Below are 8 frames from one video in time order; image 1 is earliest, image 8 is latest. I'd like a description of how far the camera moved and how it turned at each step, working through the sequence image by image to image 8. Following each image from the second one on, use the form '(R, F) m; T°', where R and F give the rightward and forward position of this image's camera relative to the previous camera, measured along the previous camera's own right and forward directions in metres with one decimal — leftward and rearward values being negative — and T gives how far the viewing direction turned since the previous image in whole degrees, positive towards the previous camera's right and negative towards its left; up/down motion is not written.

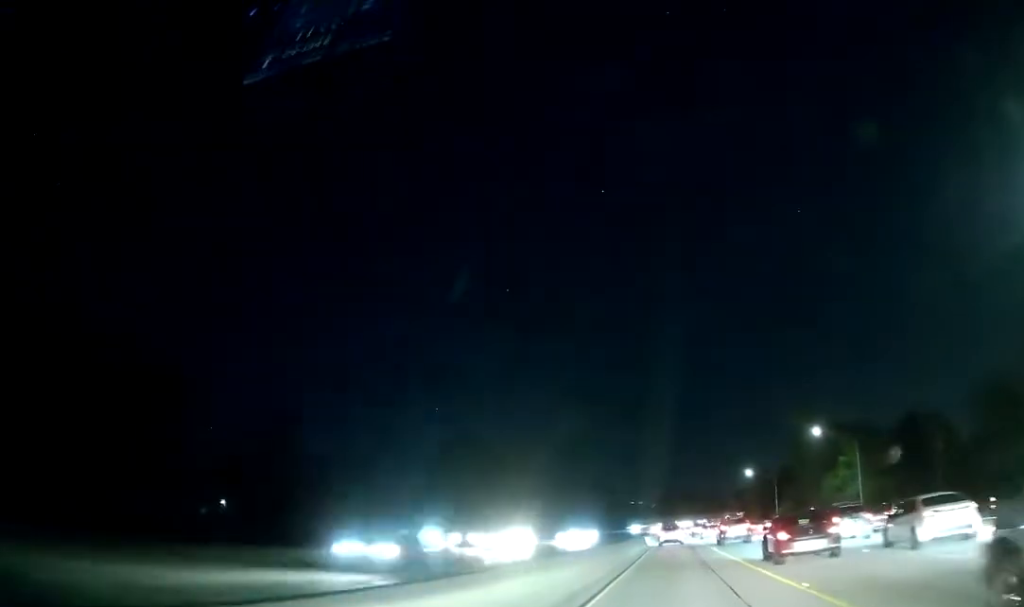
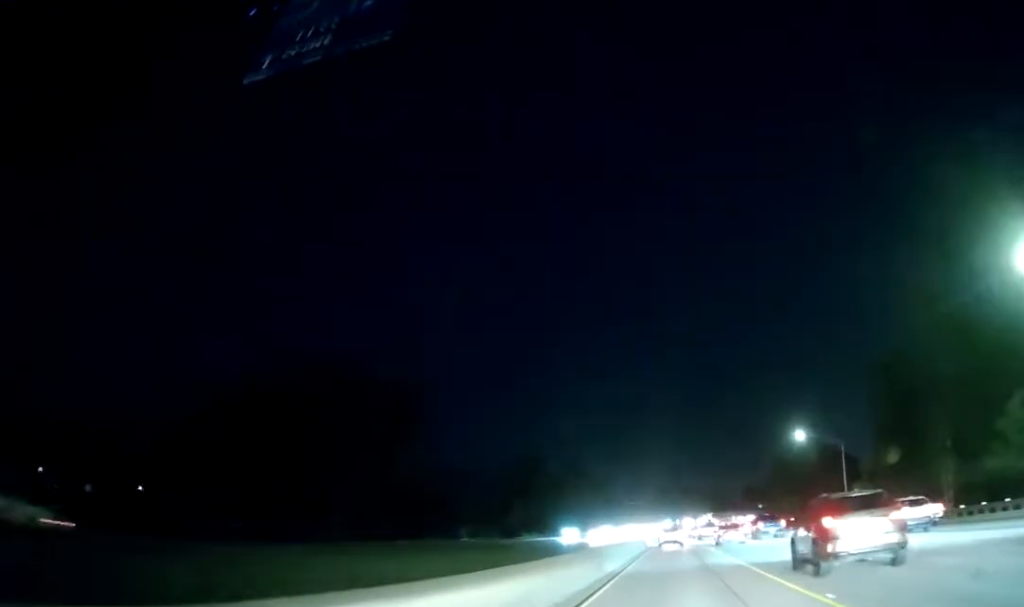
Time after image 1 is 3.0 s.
(-0.1, +60.2) m; 0°
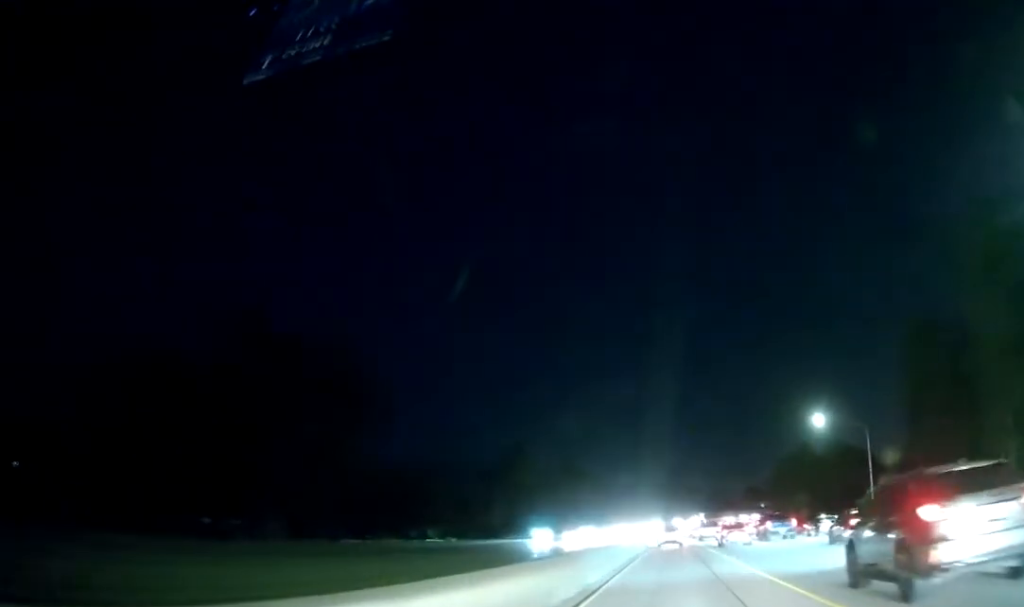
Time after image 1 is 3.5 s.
(+0.1, +11.5) m; 0°
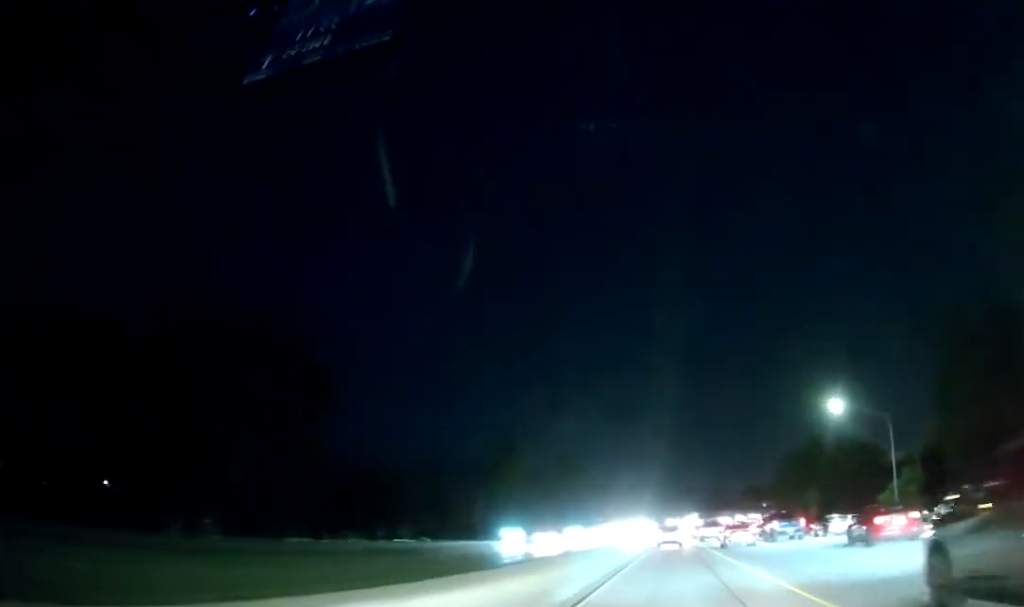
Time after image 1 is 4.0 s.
(0.0, +9.0) m; 0°
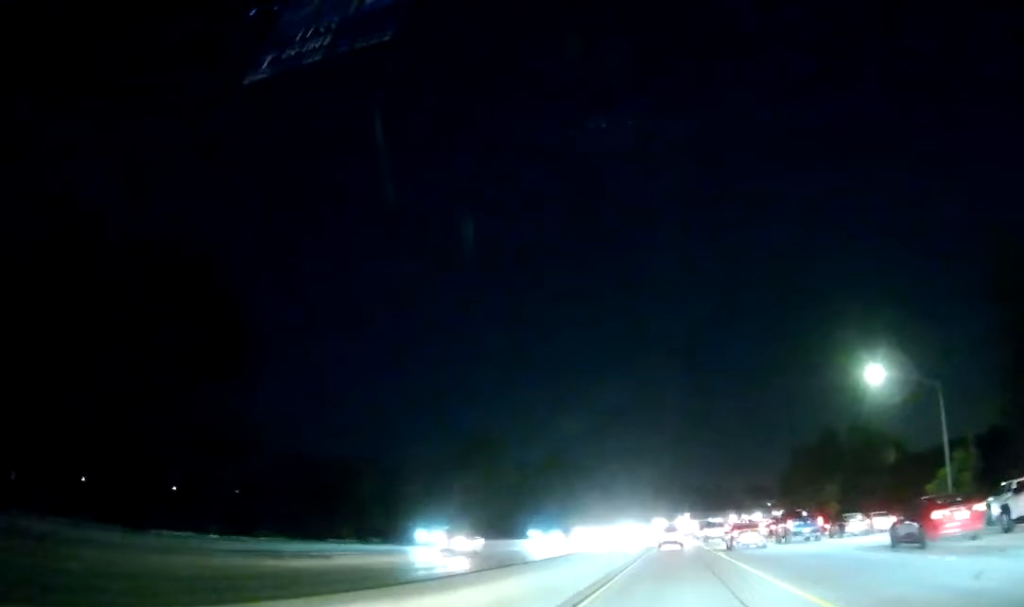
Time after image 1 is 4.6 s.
(0.0, +13.2) m; -1°
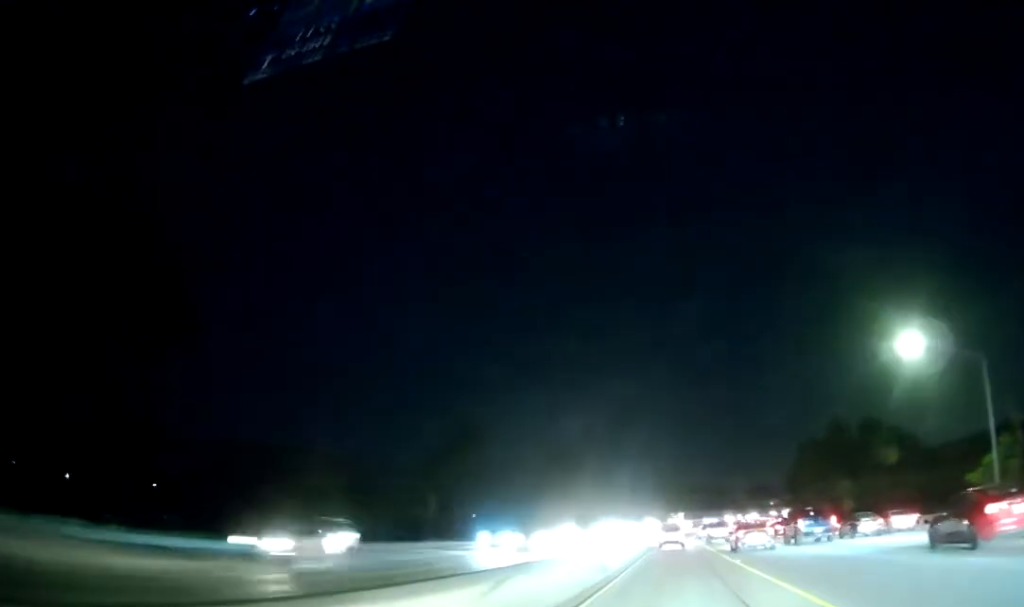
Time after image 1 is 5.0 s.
(-0.1, +9.0) m; 0°
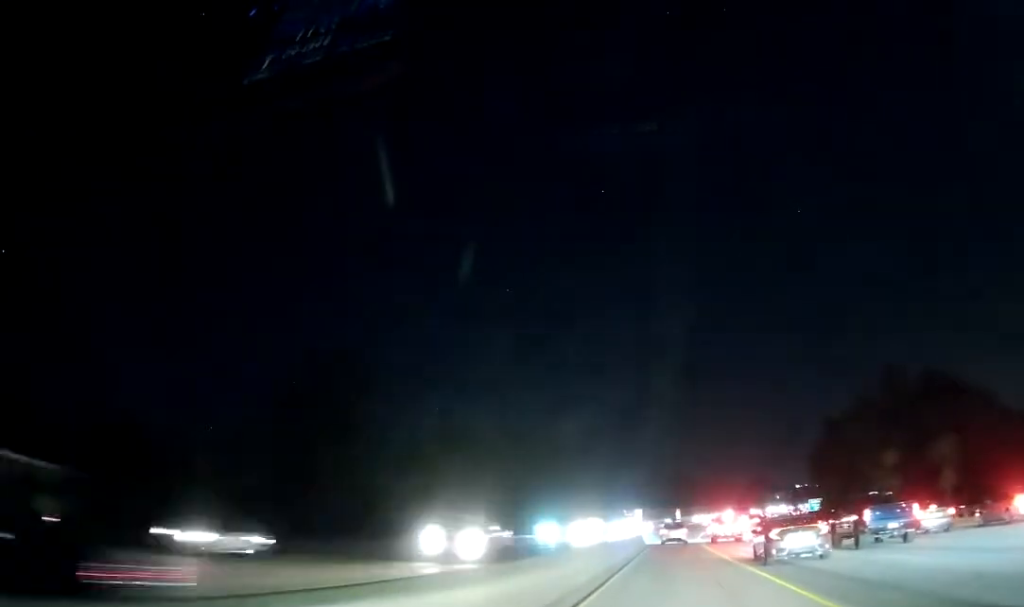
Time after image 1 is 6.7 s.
(+0.1, +36.1) m; +1°
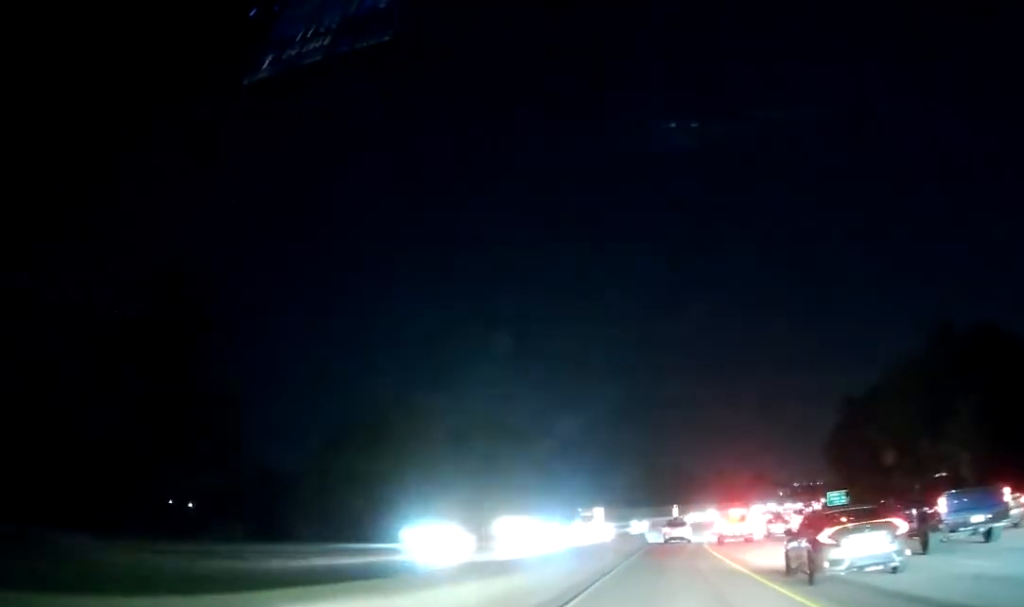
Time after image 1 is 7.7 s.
(0.0, +22.1) m; 0°
